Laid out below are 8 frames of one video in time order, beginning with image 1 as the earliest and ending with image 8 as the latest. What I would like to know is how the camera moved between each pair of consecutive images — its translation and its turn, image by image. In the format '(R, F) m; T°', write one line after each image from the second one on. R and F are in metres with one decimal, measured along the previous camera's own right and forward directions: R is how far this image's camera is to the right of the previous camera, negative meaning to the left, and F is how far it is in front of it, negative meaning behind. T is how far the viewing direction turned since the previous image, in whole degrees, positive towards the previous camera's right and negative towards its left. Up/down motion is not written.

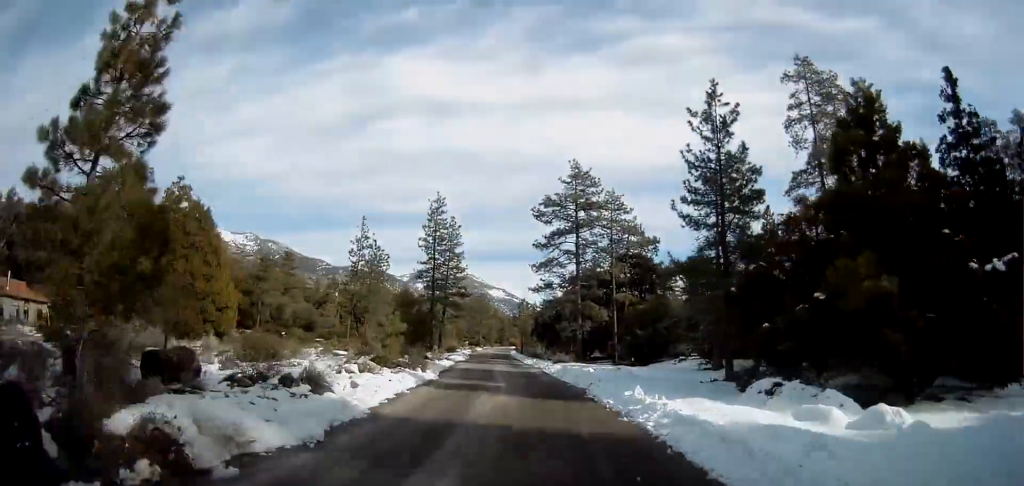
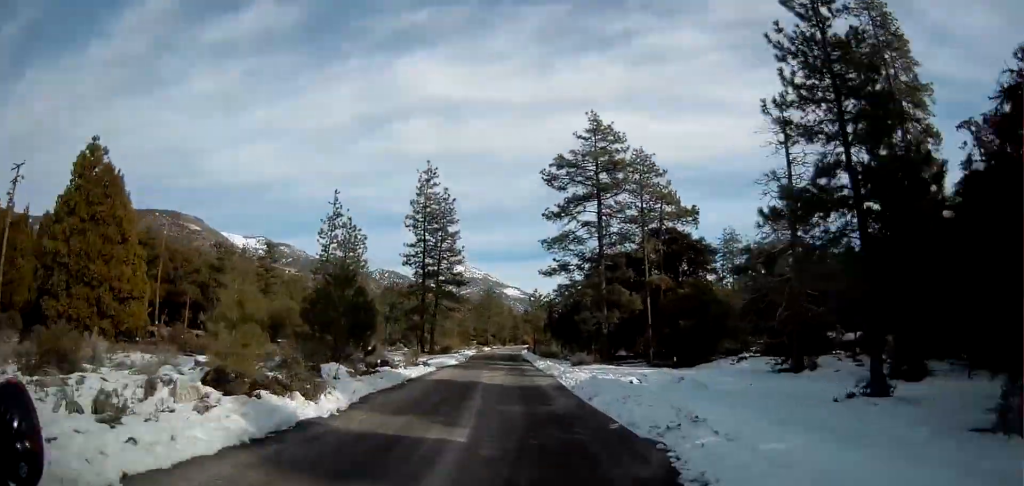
(-0.3, +14.8) m; -2°
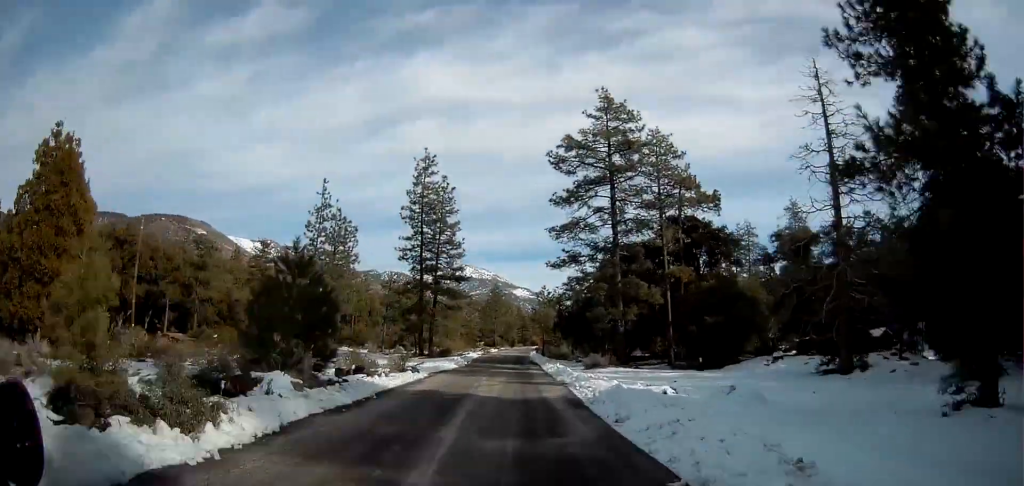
(-0.1, +5.5) m; -1°
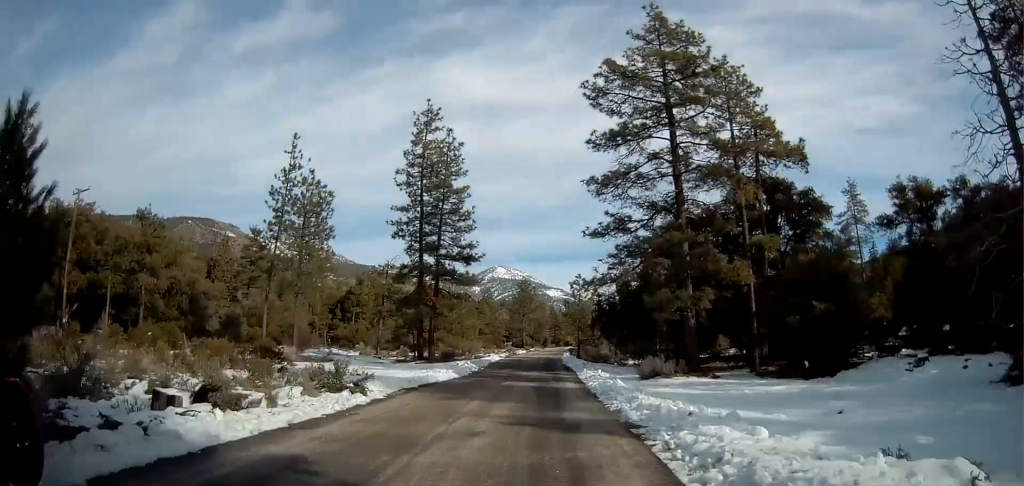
(-0.4, +14.2) m; -3°
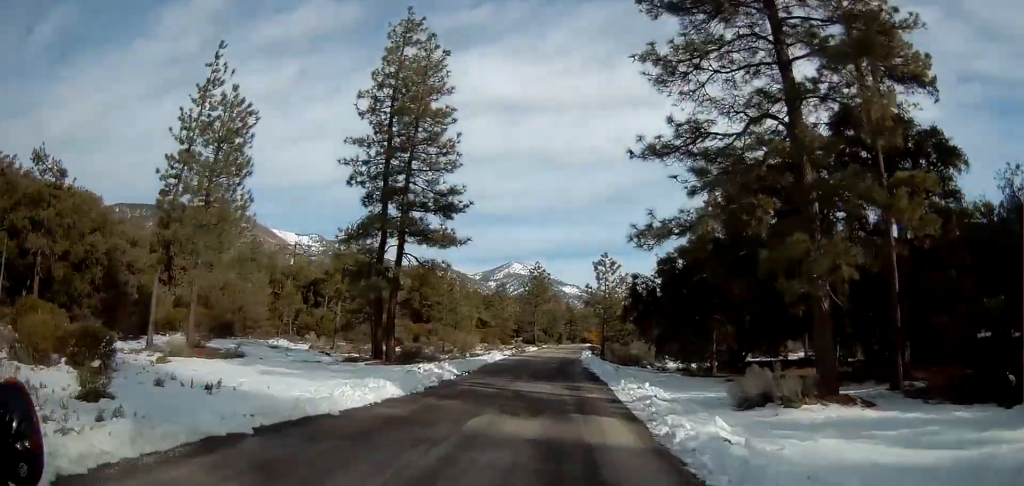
(-0.2, +15.2) m; -1°
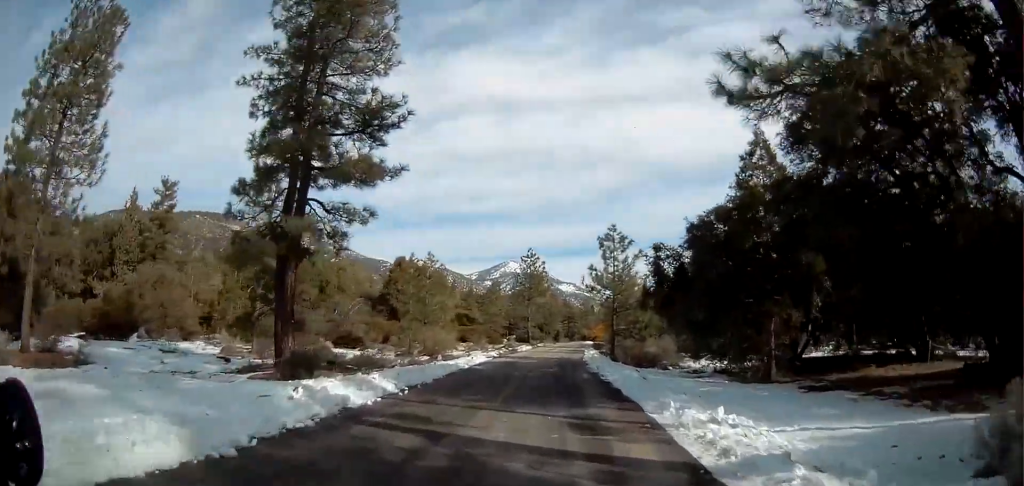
(0.0, +11.8) m; 0°
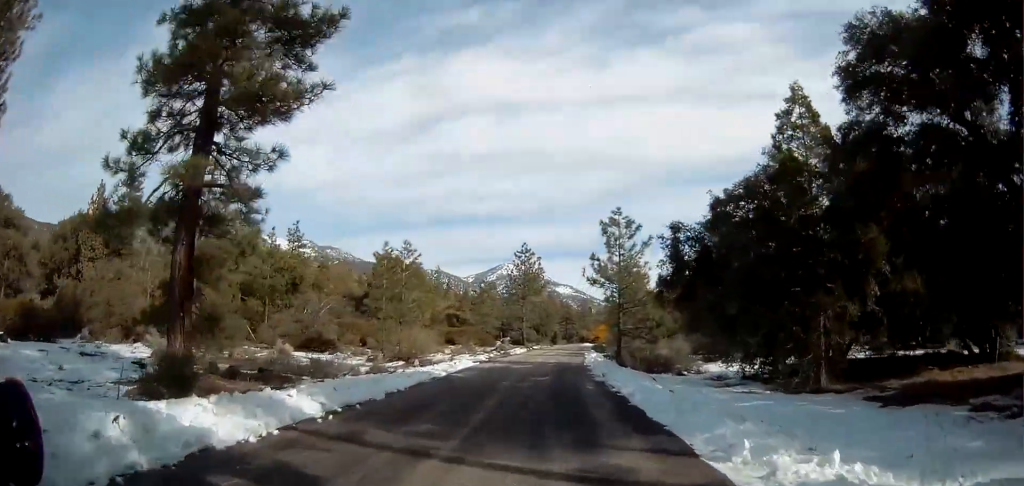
(0.0, +6.1) m; 0°
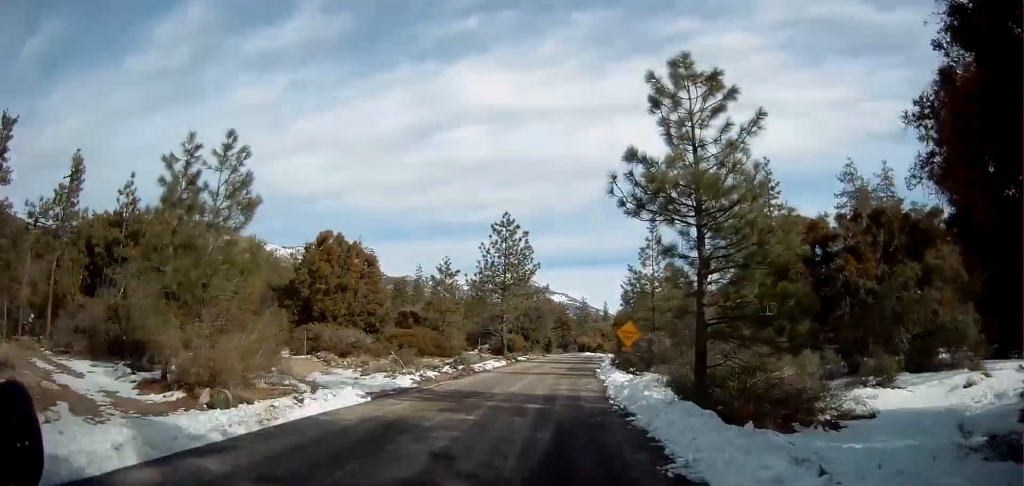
(+0.4, +22.2) m; +1°
